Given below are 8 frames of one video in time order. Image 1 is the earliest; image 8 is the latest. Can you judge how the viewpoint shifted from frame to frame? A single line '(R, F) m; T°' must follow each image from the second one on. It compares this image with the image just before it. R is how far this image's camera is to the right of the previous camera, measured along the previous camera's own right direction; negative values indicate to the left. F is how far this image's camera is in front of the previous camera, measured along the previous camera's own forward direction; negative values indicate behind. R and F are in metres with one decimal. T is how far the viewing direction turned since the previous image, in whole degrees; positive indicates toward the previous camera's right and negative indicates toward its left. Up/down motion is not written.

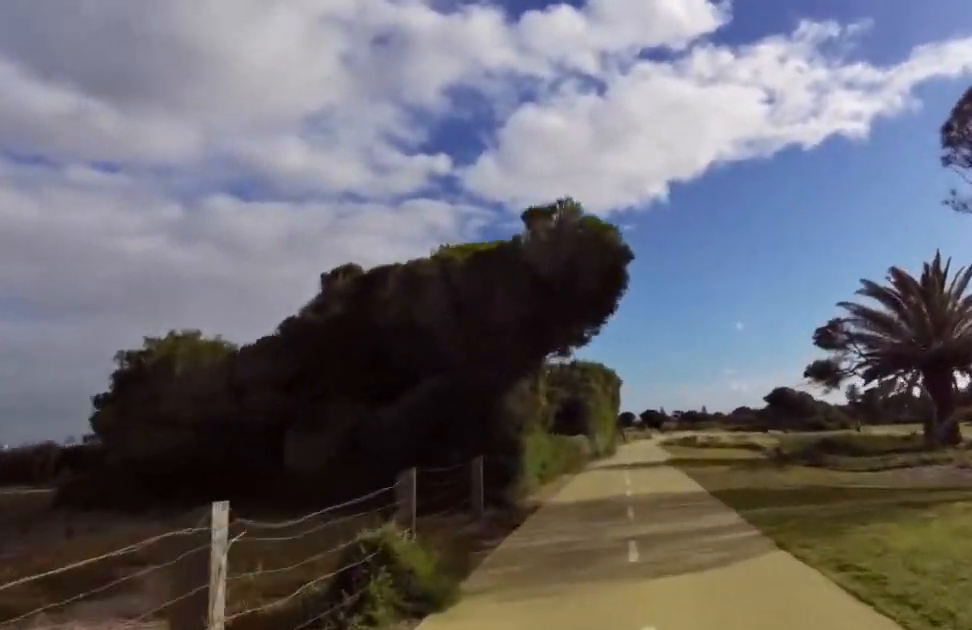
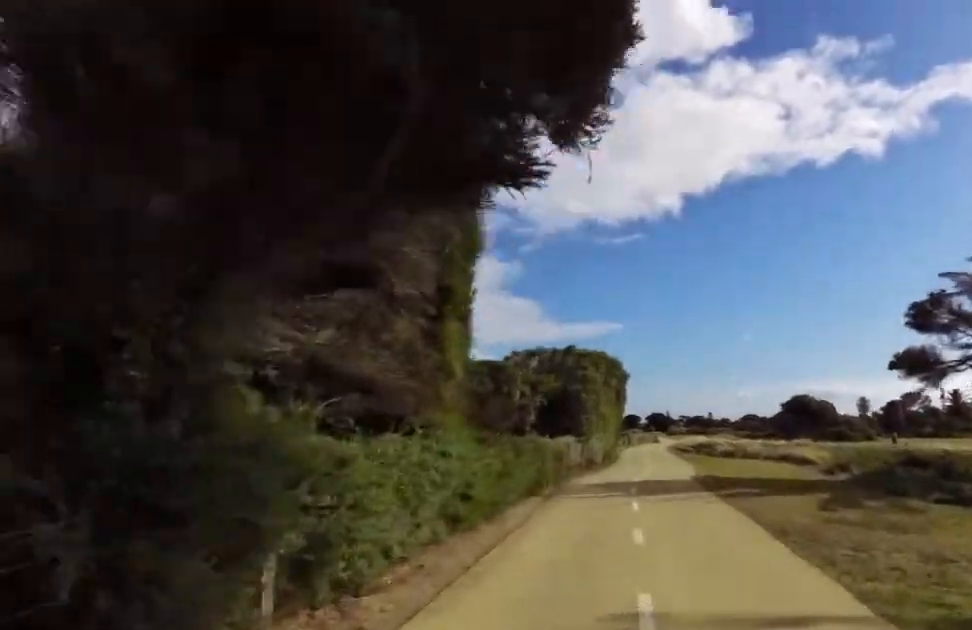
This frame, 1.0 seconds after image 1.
(+0.4, +8.3) m; 0°
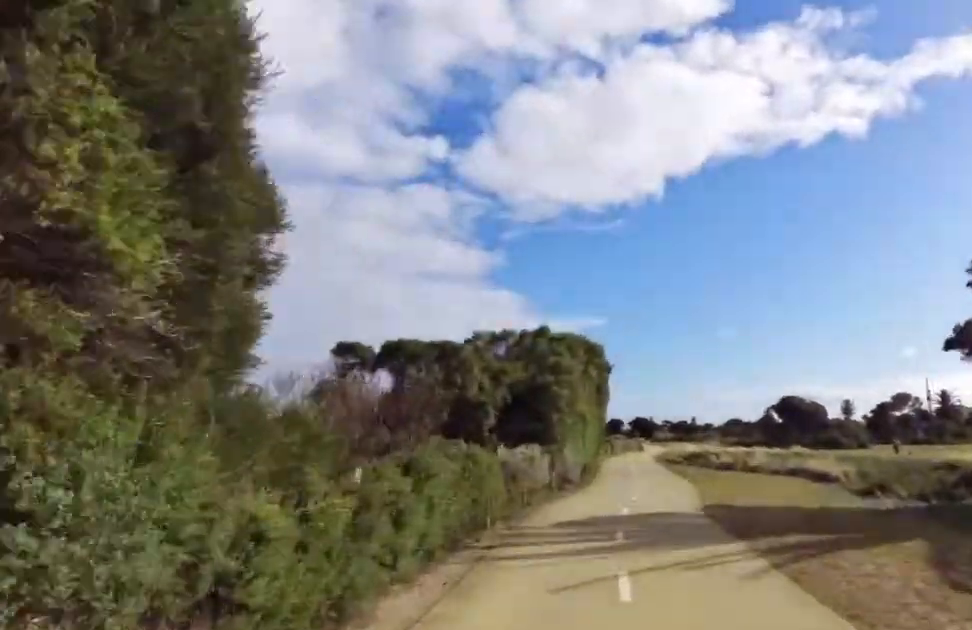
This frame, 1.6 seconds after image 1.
(-0.2, +4.7) m; 0°
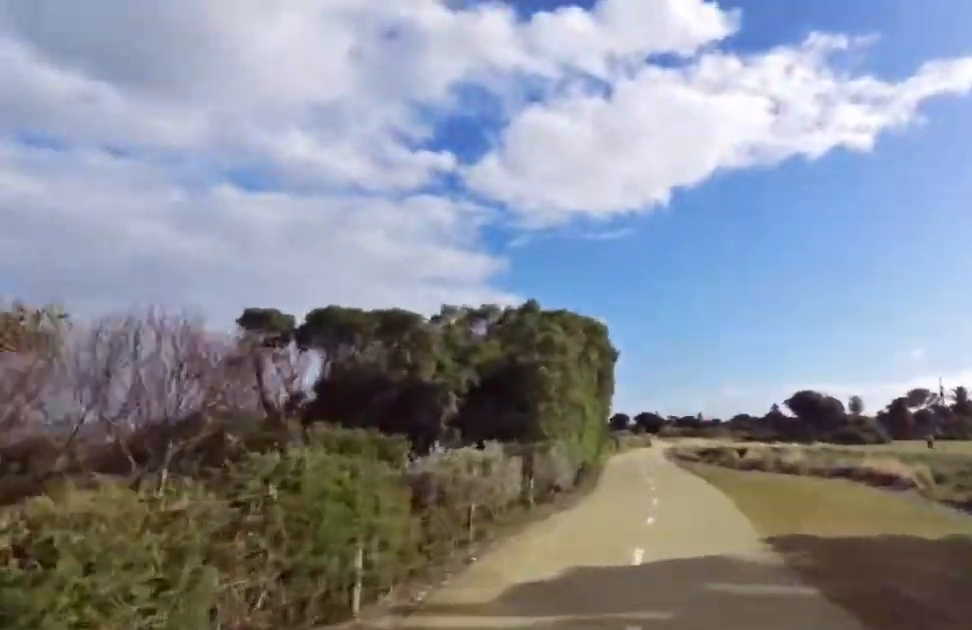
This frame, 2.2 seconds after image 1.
(-0.1, +5.2) m; 0°
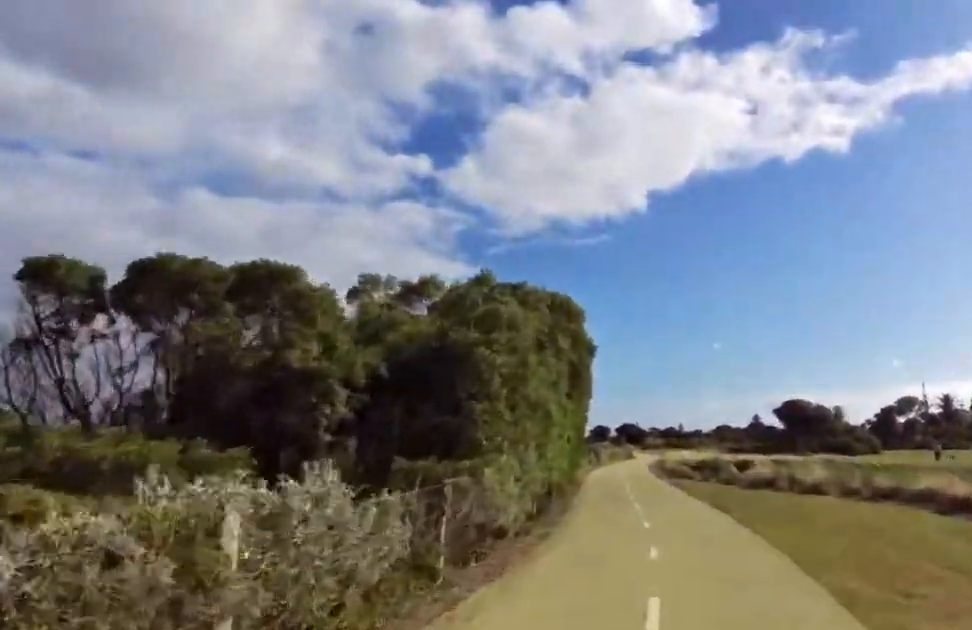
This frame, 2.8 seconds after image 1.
(+0.2, +4.6) m; 0°
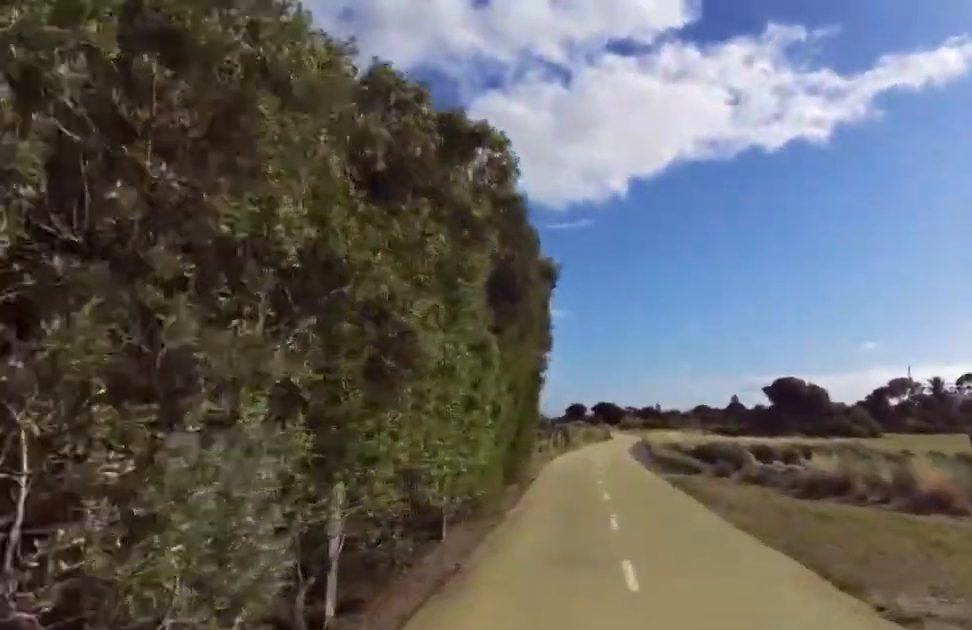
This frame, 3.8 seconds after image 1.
(-0.2, +8.1) m; 0°
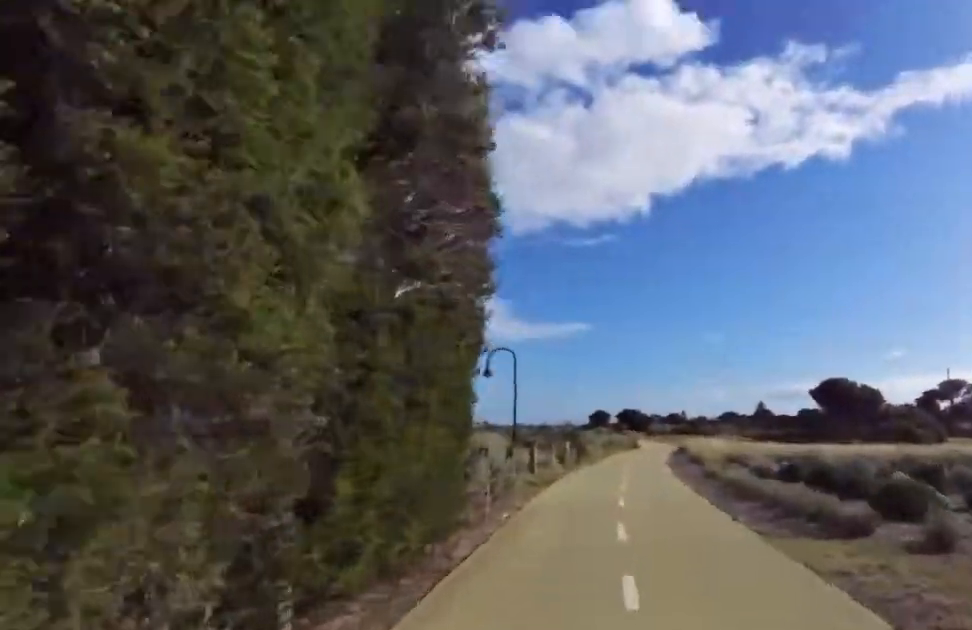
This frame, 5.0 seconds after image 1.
(+0.3, +9.3) m; 0°
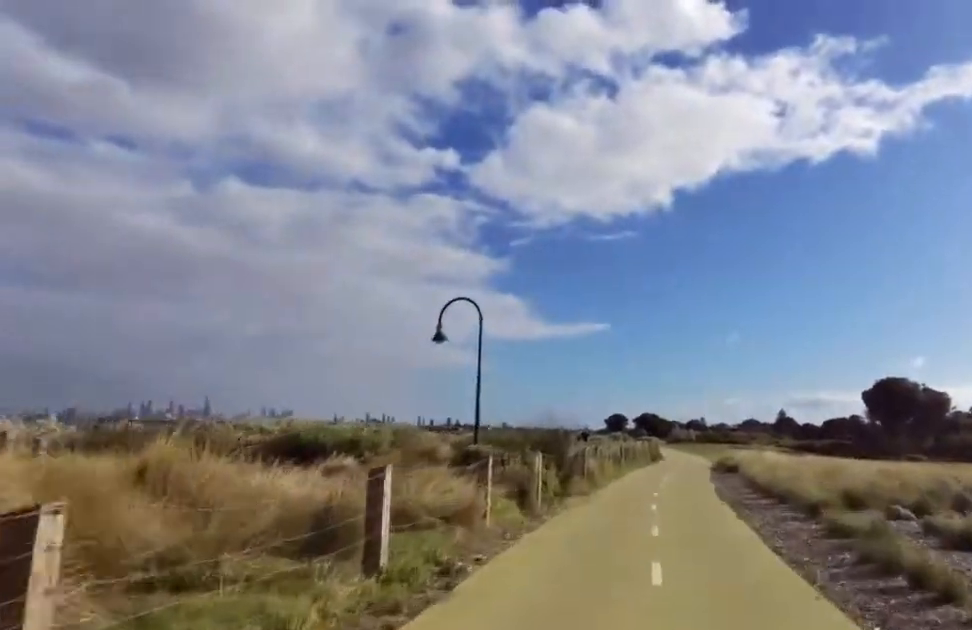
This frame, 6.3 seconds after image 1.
(-0.3, +10.4) m; +1°
